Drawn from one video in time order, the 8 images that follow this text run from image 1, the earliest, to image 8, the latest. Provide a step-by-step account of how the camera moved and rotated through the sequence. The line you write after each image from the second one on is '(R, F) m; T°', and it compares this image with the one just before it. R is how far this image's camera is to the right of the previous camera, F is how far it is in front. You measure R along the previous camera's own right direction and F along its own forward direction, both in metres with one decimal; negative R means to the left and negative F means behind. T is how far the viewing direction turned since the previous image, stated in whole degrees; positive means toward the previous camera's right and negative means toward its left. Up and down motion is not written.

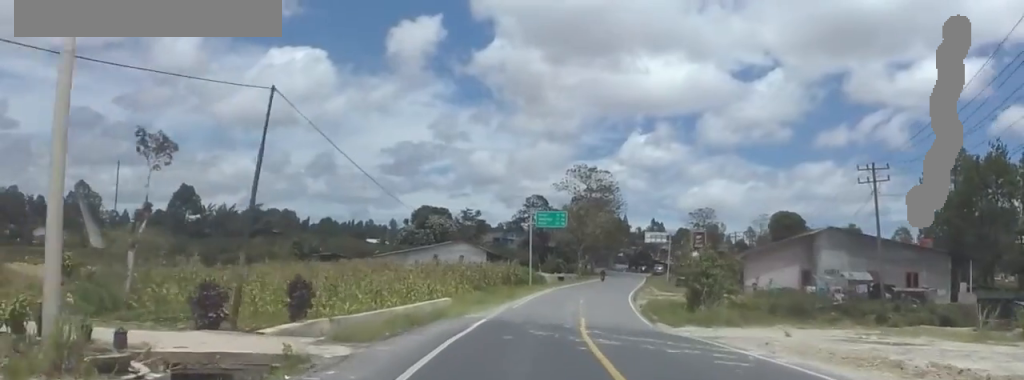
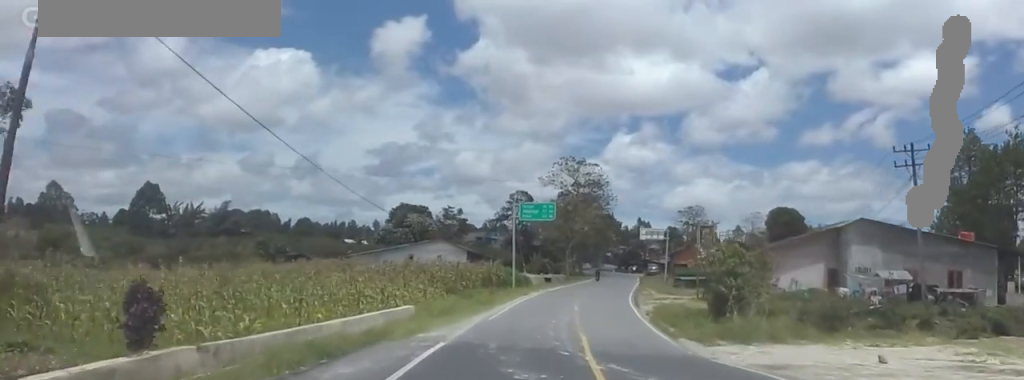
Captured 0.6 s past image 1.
(+0.2, +9.7) m; +2°
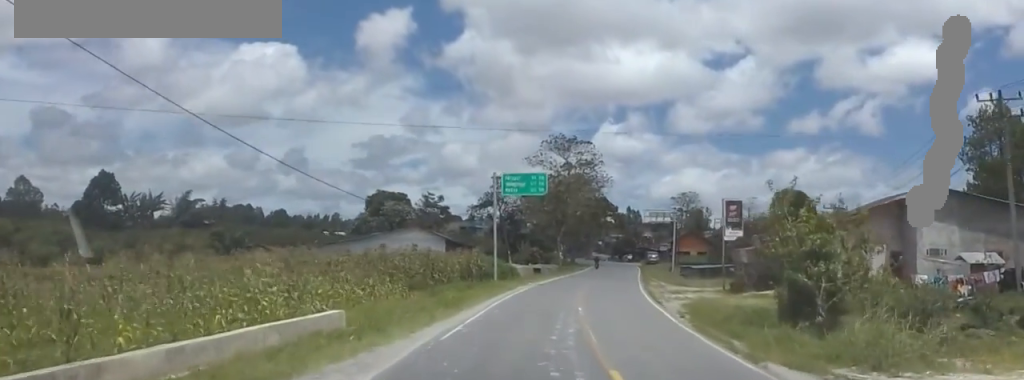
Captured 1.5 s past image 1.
(0.0, +12.6) m; +2°
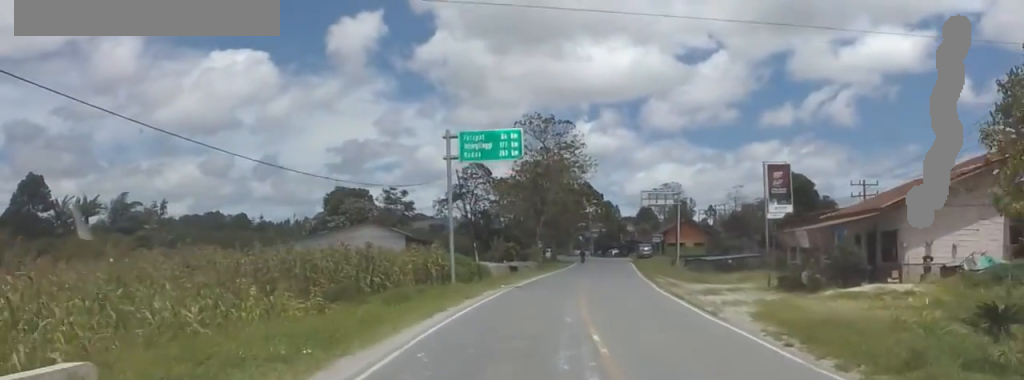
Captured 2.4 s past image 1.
(+0.6, +14.1) m; -2°
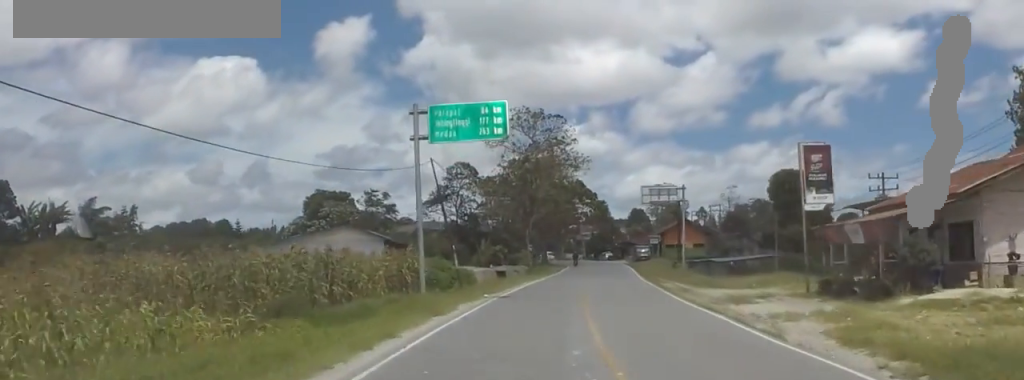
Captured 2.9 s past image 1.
(-0.7, +6.6) m; 0°
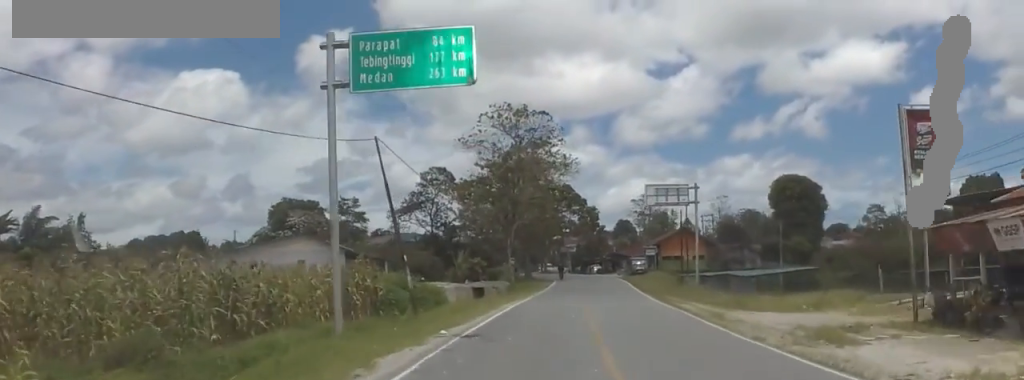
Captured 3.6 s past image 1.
(-0.3, +10.2) m; +1°
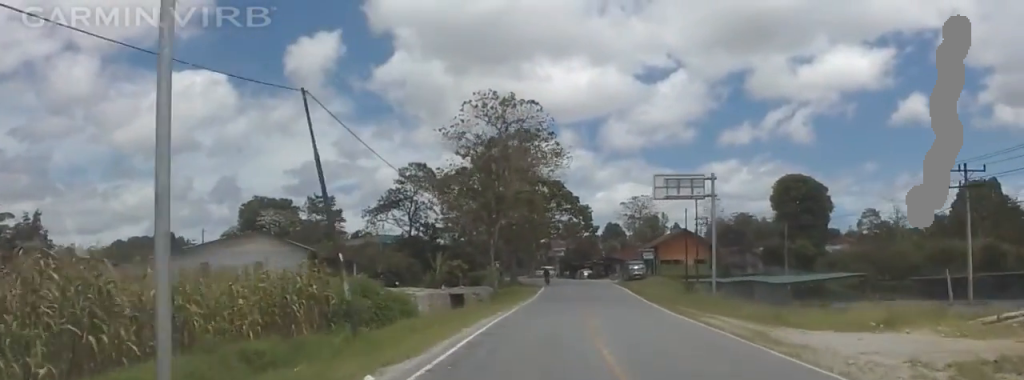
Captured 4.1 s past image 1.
(+0.6, +7.9) m; +3°
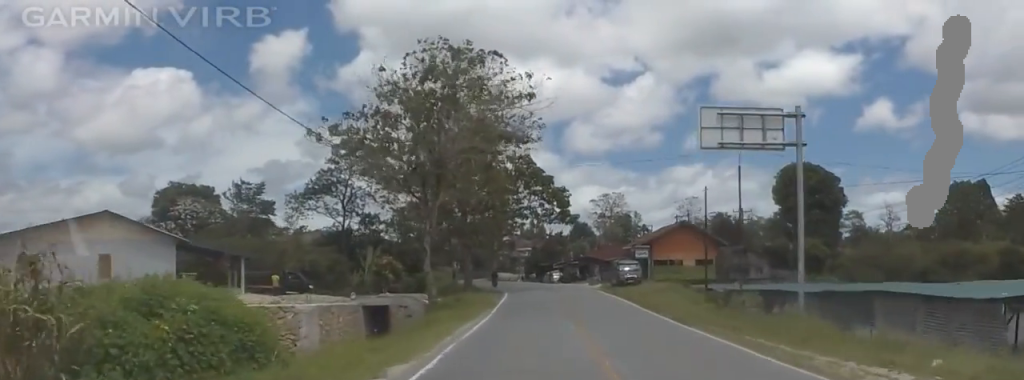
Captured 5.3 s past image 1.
(+0.4, +18.5) m; +1°
